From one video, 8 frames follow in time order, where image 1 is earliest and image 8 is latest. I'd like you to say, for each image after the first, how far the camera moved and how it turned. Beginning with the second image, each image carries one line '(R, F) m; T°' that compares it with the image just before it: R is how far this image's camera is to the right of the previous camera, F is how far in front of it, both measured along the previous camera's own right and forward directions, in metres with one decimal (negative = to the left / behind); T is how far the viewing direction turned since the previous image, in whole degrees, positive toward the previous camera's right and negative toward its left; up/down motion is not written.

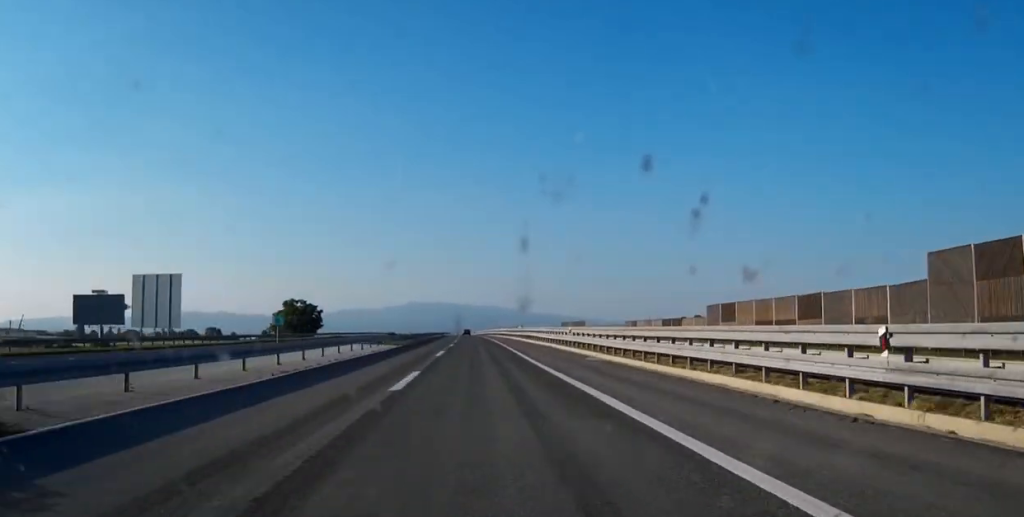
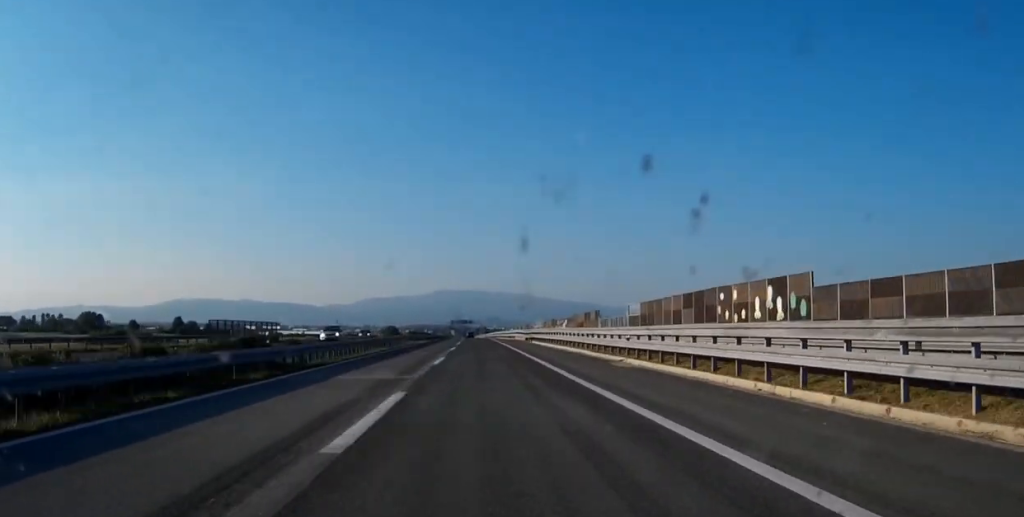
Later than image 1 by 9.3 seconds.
(-5.3, +301.9) m; -2°
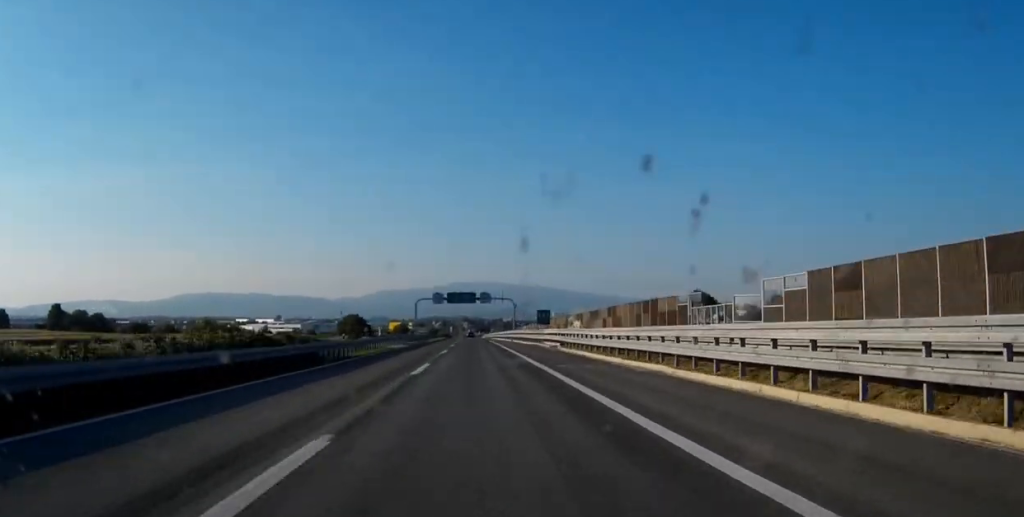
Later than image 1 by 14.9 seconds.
(-1.5, +164.6) m; -1°
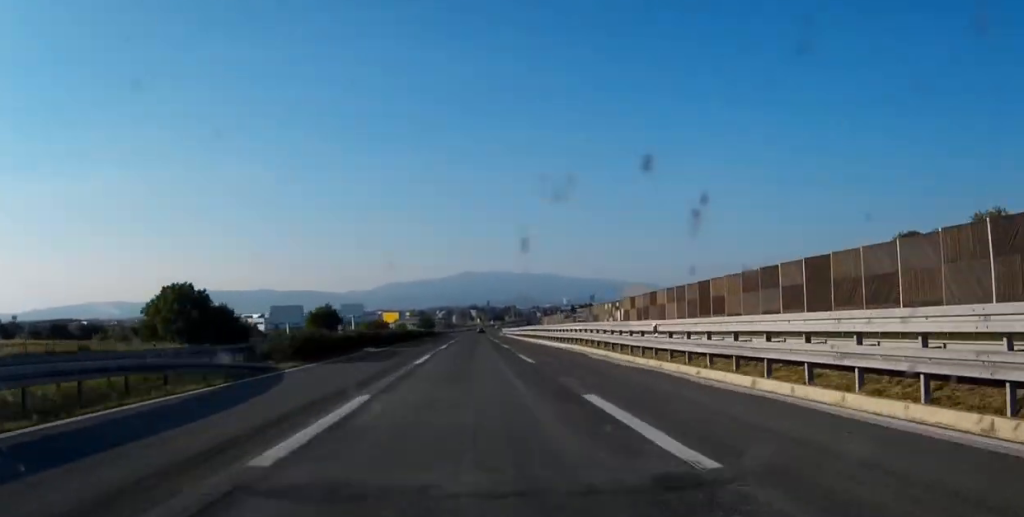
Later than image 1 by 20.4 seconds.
(-0.5, +156.9) m; 0°
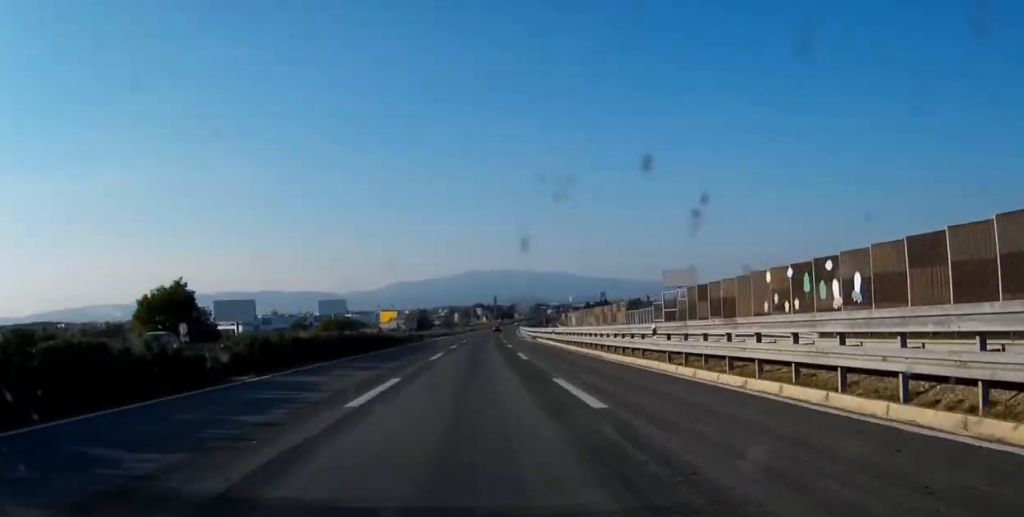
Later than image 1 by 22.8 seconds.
(-0.1, +68.5) m; 0°
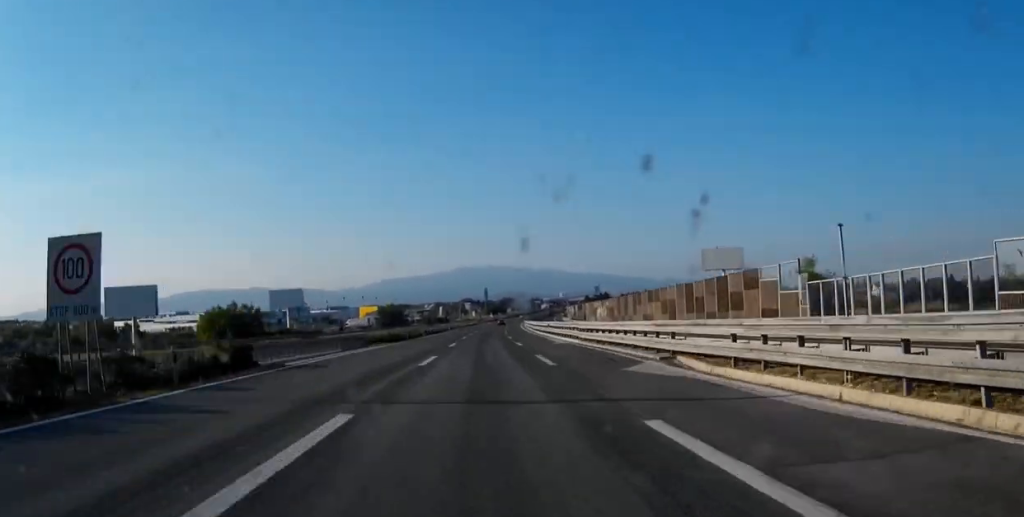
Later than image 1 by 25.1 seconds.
(+0.2, +63.0) m; +1°
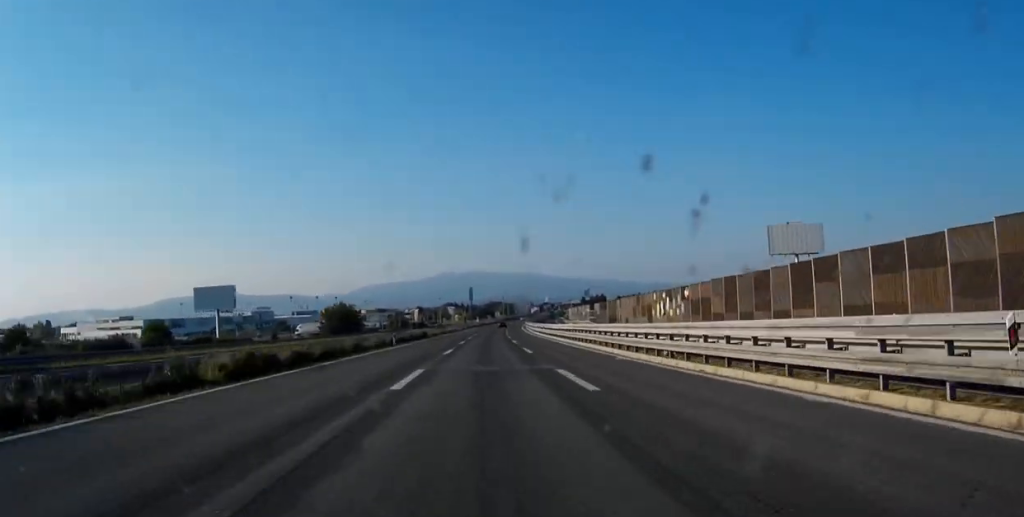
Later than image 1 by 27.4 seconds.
(-0.3, +62.3) m; +1°
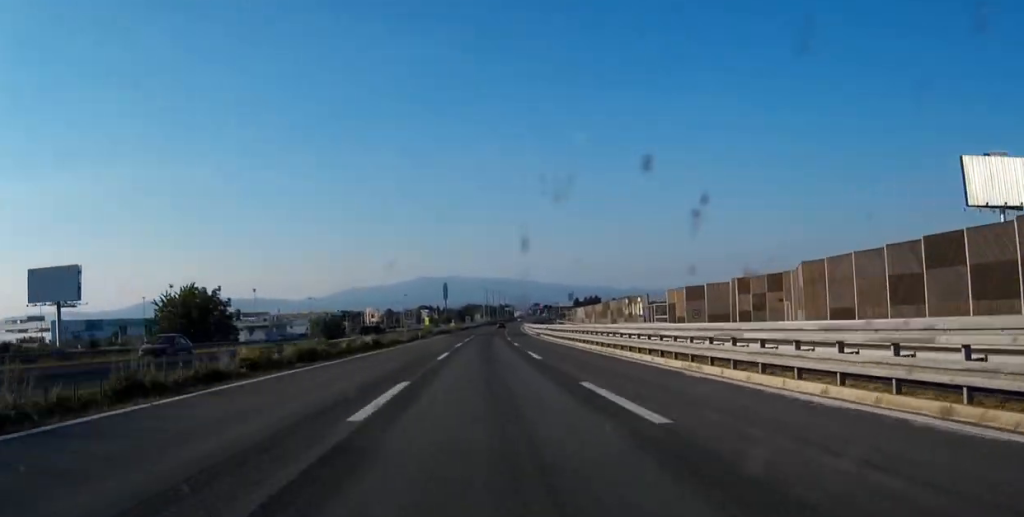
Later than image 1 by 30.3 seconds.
(+1.5, +76.5) m; +2°
